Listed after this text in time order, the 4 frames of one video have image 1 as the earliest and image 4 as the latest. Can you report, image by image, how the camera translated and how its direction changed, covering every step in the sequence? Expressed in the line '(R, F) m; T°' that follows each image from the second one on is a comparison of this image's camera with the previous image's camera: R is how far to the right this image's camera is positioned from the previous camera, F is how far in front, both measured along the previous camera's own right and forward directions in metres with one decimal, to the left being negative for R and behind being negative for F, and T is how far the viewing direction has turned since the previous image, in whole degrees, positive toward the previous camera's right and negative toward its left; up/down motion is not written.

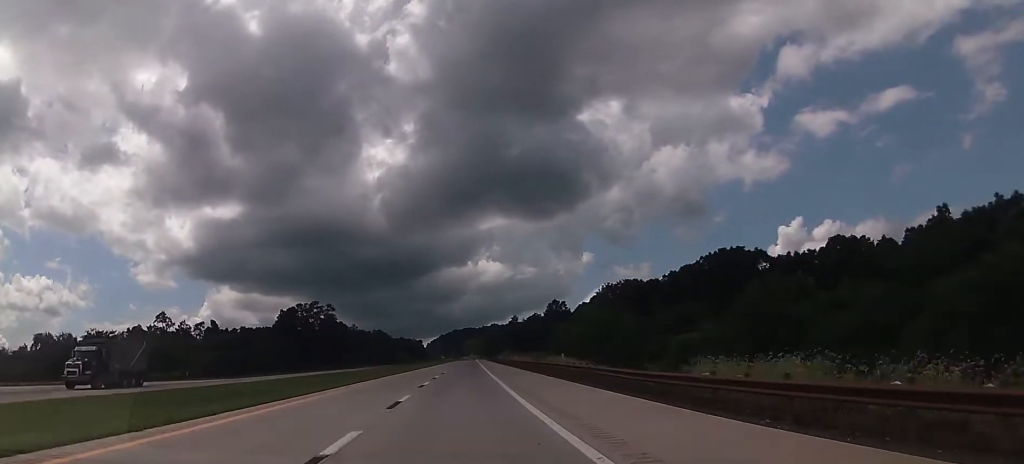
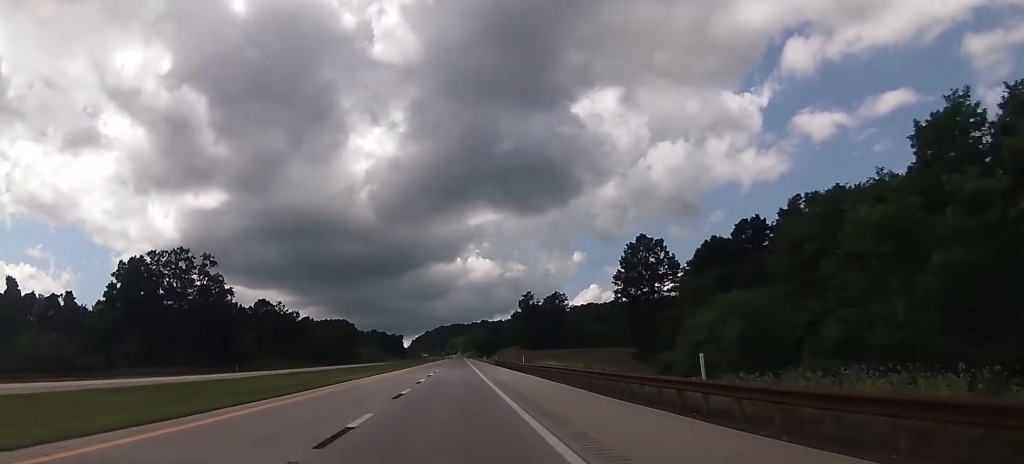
(+3.3, +117.9) m; +2°
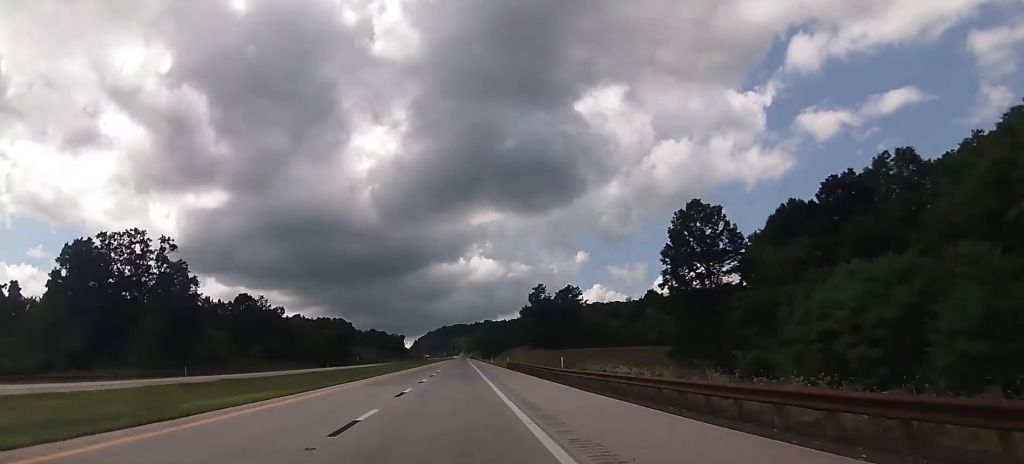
(-0.3, +23.0) m; 0°
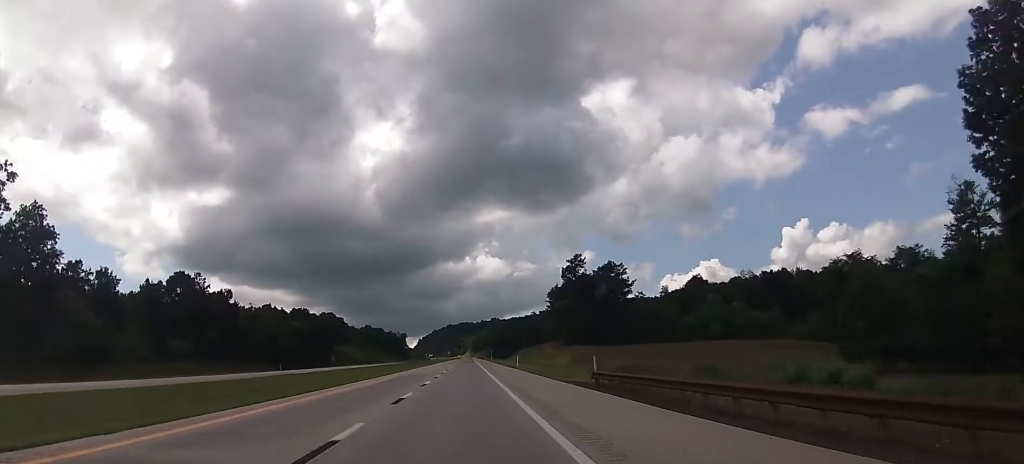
(+0.3, +52.4) m; 0°
